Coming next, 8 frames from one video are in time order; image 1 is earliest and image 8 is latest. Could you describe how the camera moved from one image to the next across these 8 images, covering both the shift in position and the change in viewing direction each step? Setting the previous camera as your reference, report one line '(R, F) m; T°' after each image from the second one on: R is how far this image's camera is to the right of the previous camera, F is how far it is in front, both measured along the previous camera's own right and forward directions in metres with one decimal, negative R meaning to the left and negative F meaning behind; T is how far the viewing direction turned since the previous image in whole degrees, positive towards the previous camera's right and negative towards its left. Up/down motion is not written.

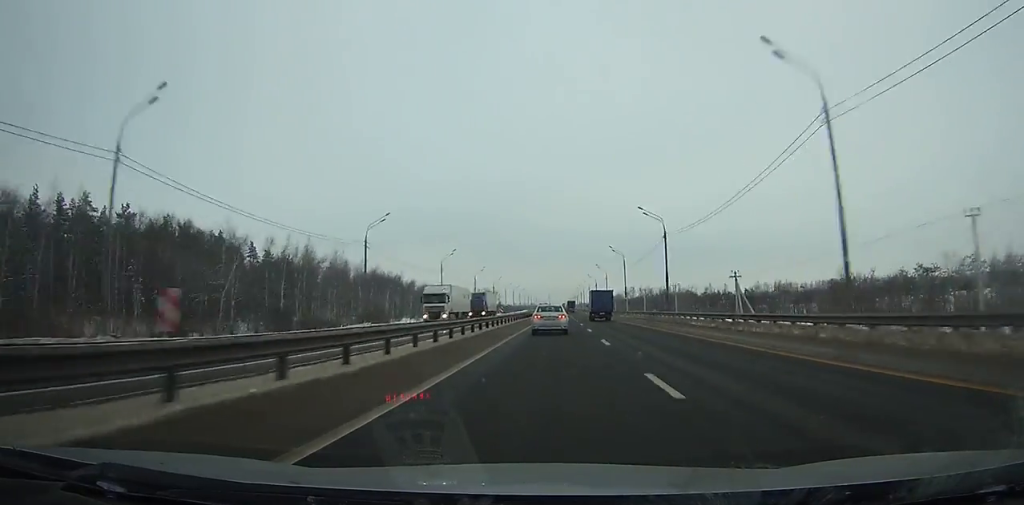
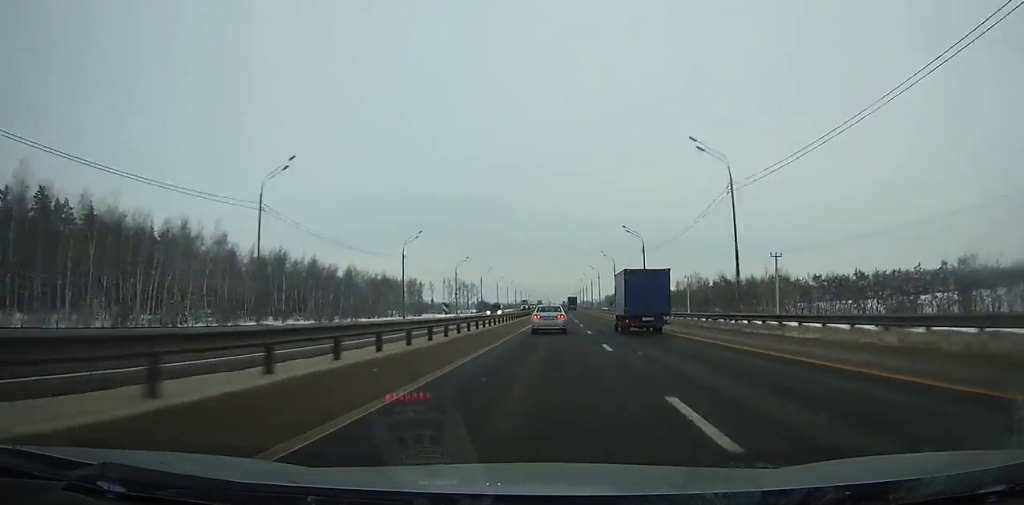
(0.0, +101.3) m; 0°
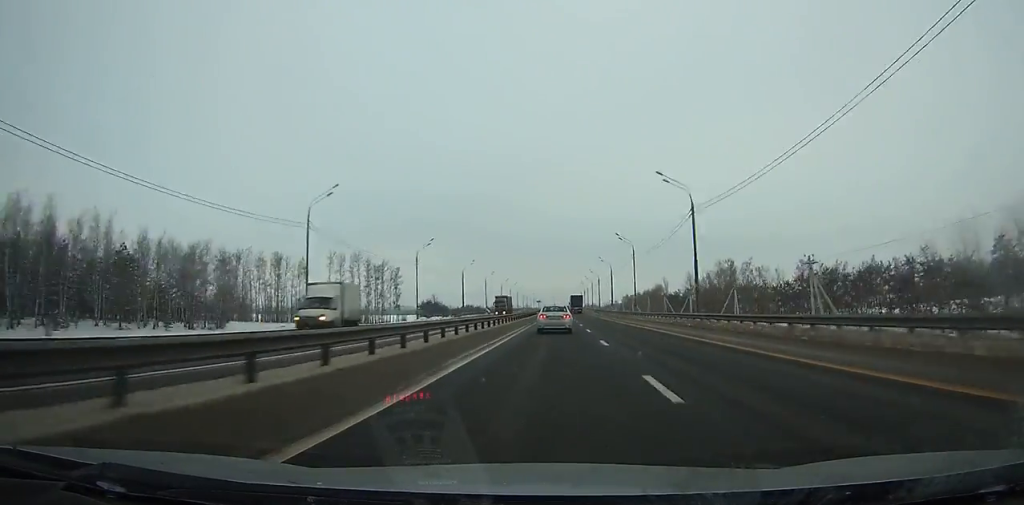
(+0.1, +140.7) m; 0°
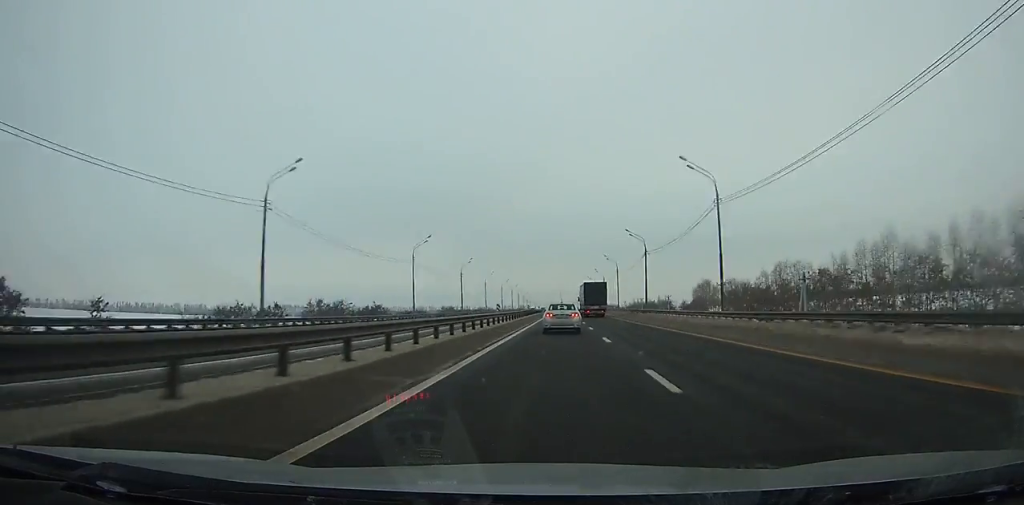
(-0.2, +188.4) m; 0°
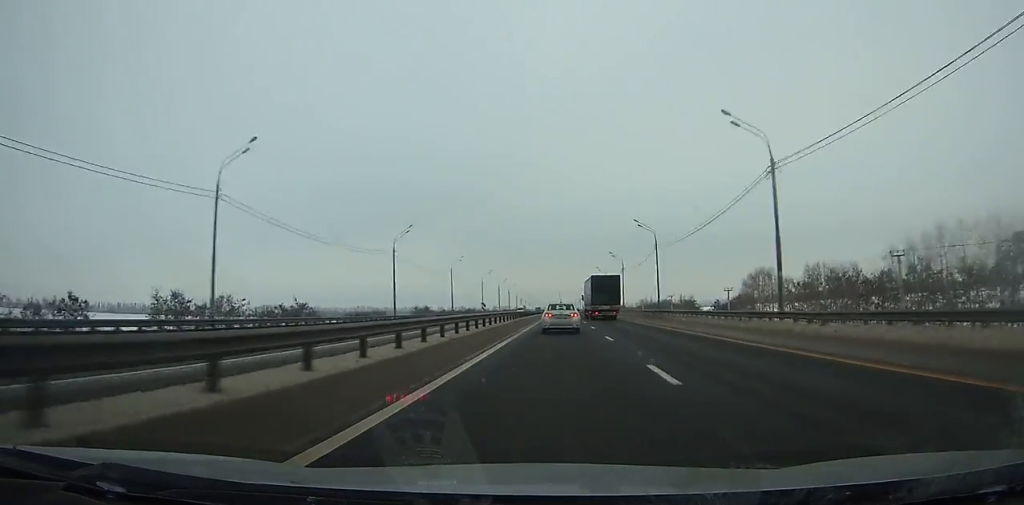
(0.0, +47.8) m; 0°
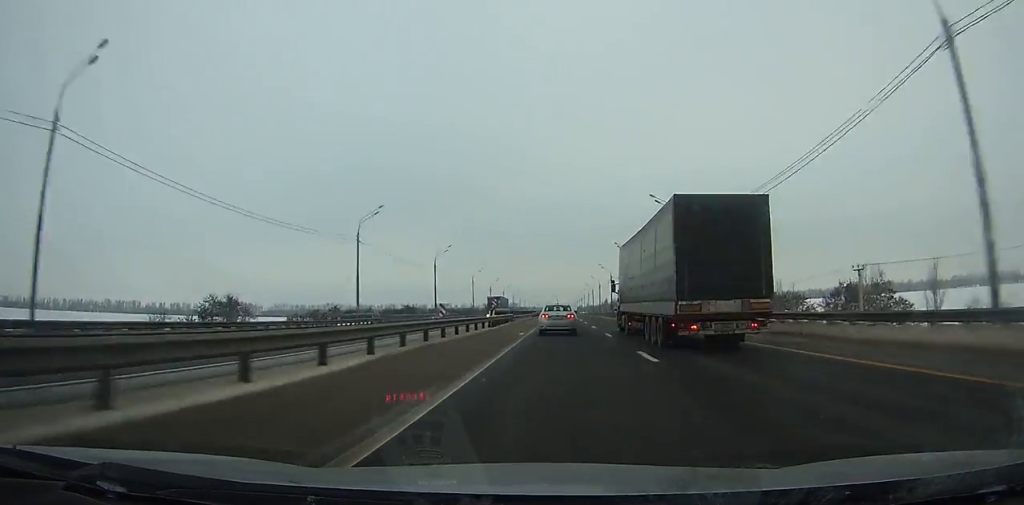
(+0.1, +127.2) m; 0°
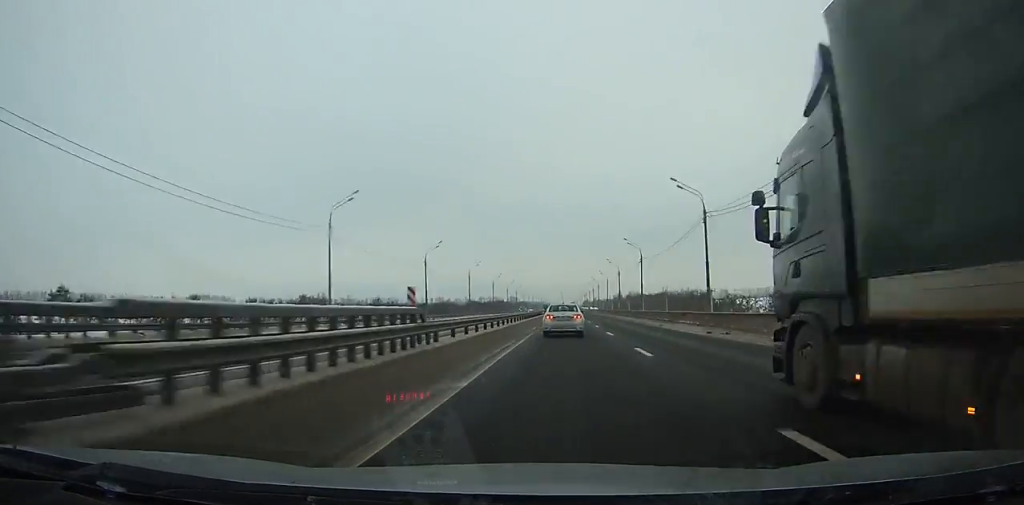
(-0.1, +81.7) m; 0°
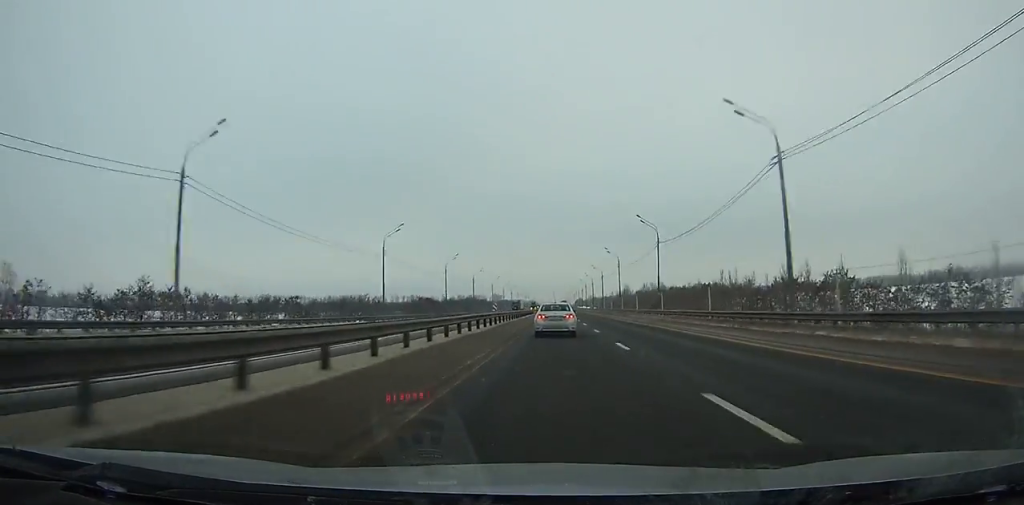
(0.0, +93.3) m; 0°
